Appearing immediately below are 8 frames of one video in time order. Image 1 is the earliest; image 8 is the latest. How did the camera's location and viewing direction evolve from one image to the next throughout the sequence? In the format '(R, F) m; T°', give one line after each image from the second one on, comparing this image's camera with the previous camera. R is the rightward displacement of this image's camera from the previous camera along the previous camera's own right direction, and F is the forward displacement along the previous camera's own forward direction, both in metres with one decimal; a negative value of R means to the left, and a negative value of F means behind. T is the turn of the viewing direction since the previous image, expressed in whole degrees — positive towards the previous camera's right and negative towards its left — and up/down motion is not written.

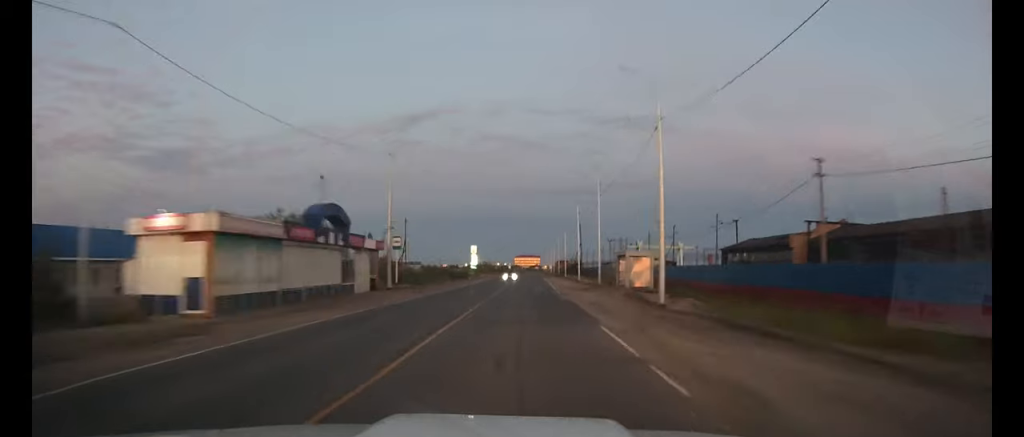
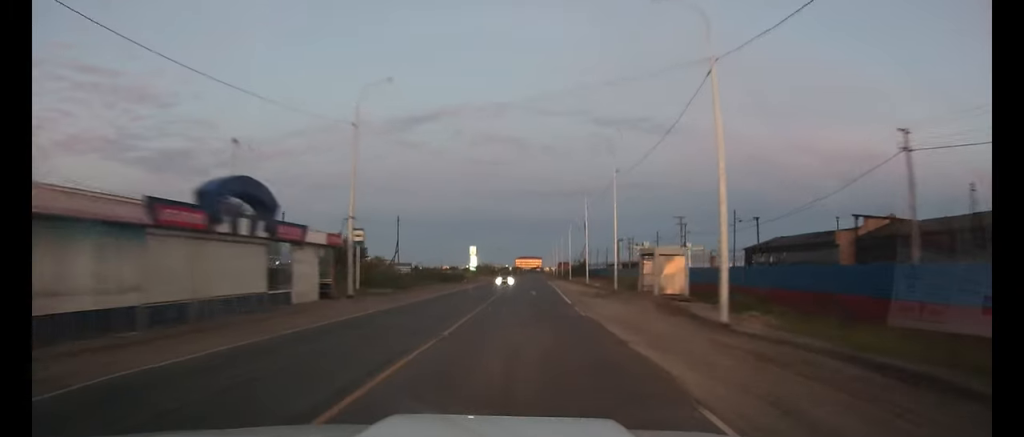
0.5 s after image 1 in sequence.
(0.0, +8.7) m; 0°
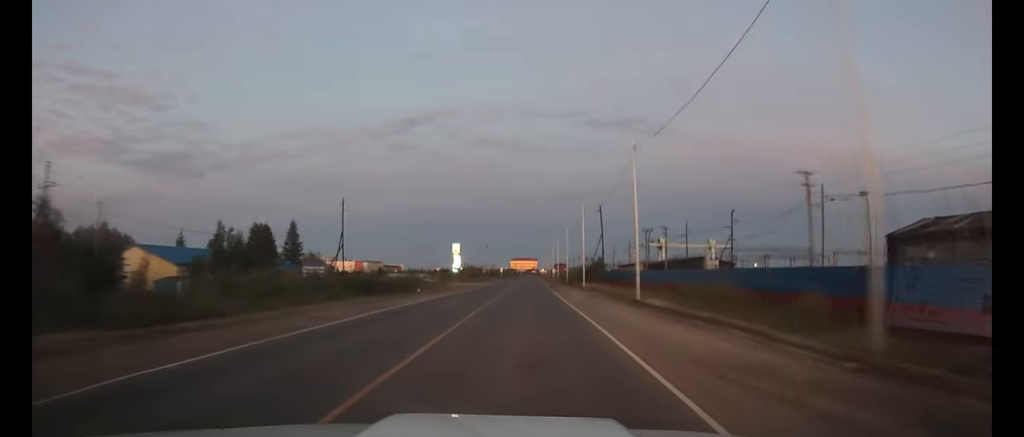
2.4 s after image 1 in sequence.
(0.0, +33.2) m; 0°
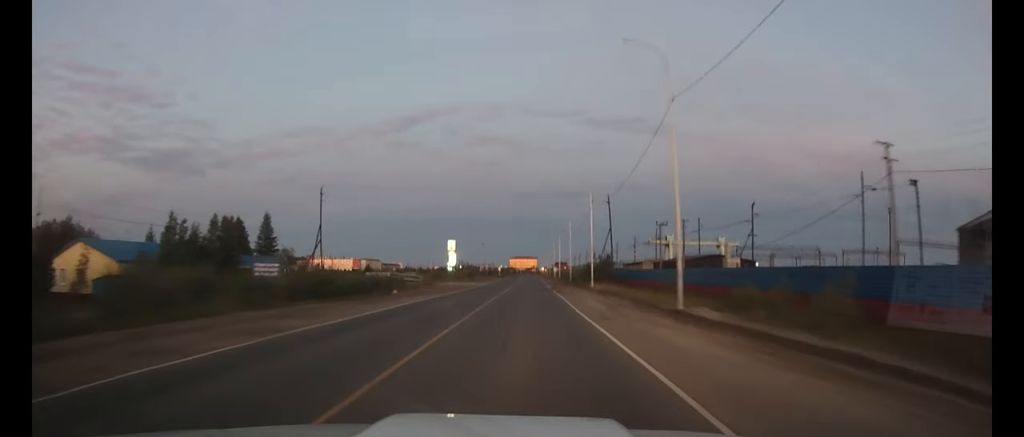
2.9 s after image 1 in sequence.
(0.0, +9.4) m; 0°
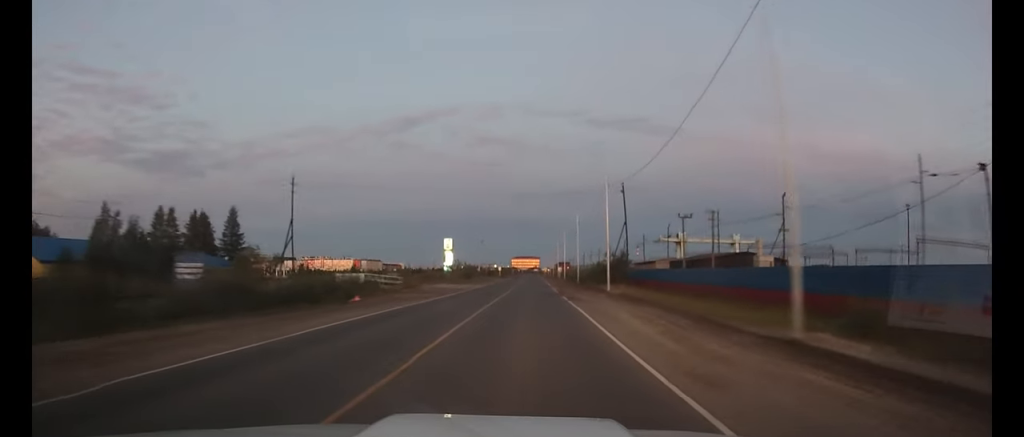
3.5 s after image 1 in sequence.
(0.0, +10.6) m; 0°
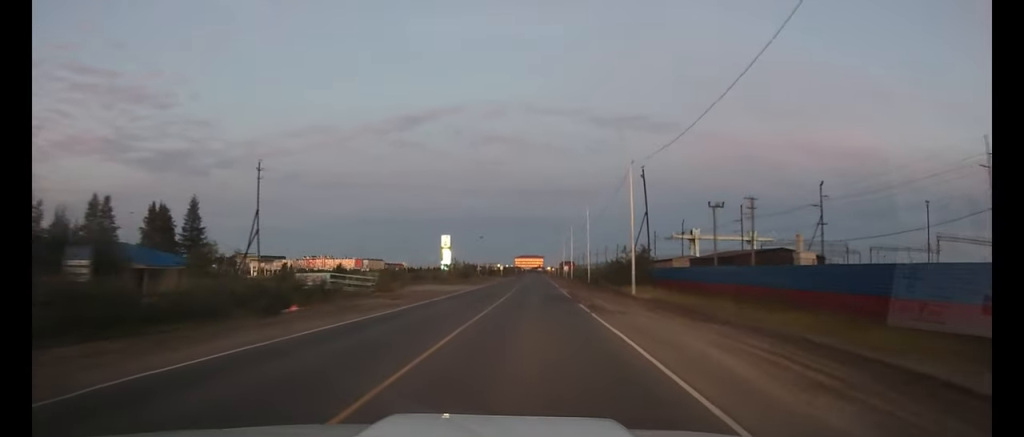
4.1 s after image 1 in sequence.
(0.0, +10.1) m; 0°
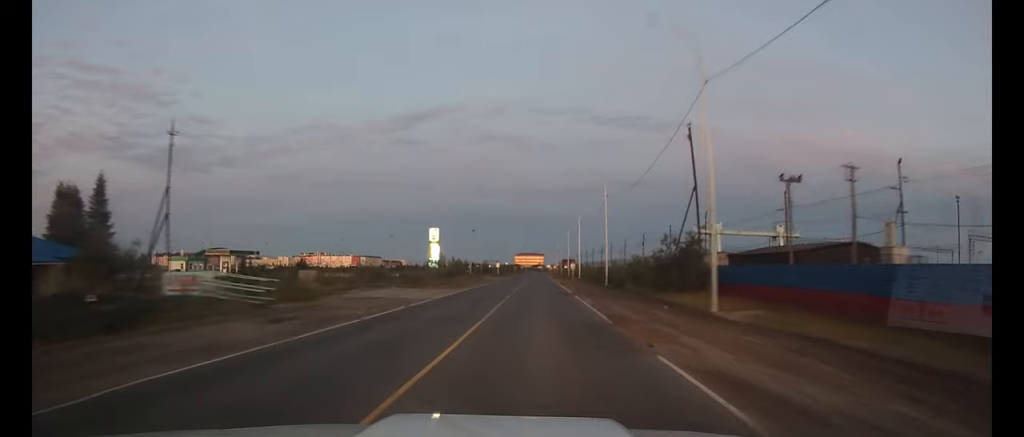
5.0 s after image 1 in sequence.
(0.0, +16.9) m; 0°
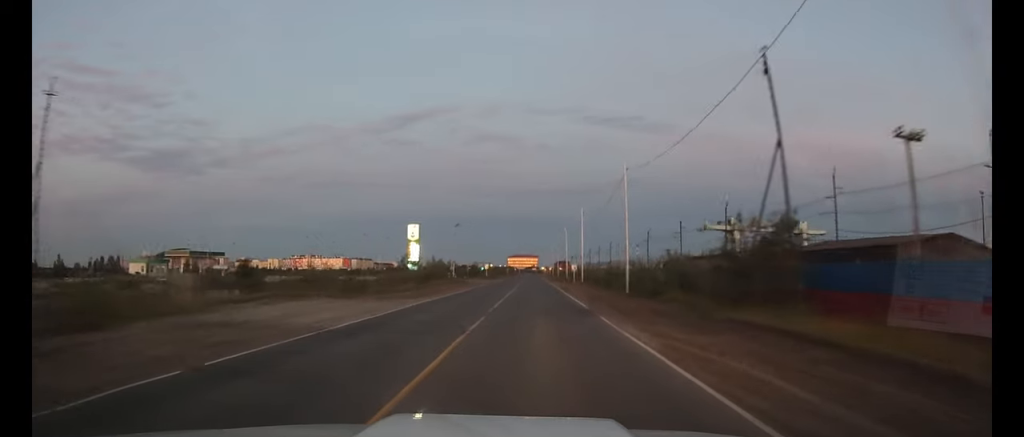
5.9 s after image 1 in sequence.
(0.0, +15.3) m; 0°
